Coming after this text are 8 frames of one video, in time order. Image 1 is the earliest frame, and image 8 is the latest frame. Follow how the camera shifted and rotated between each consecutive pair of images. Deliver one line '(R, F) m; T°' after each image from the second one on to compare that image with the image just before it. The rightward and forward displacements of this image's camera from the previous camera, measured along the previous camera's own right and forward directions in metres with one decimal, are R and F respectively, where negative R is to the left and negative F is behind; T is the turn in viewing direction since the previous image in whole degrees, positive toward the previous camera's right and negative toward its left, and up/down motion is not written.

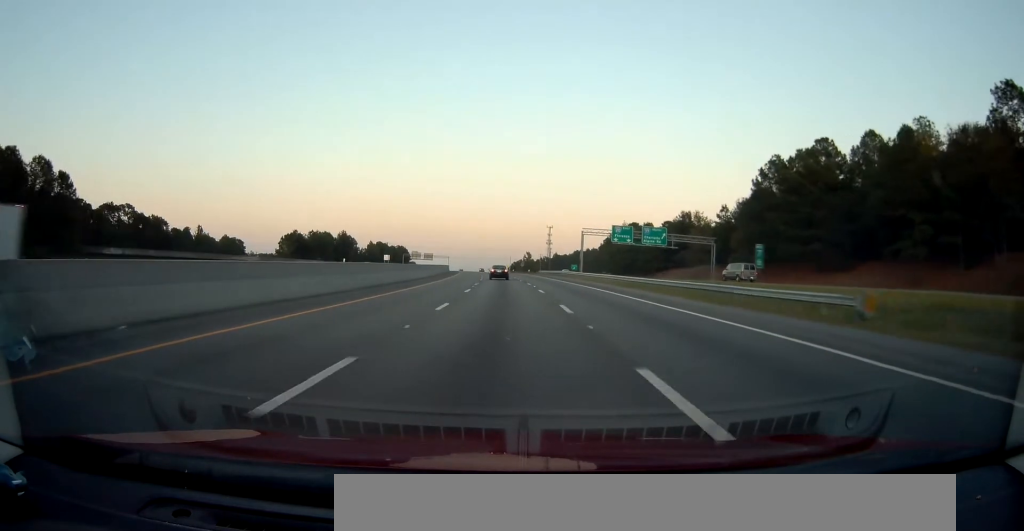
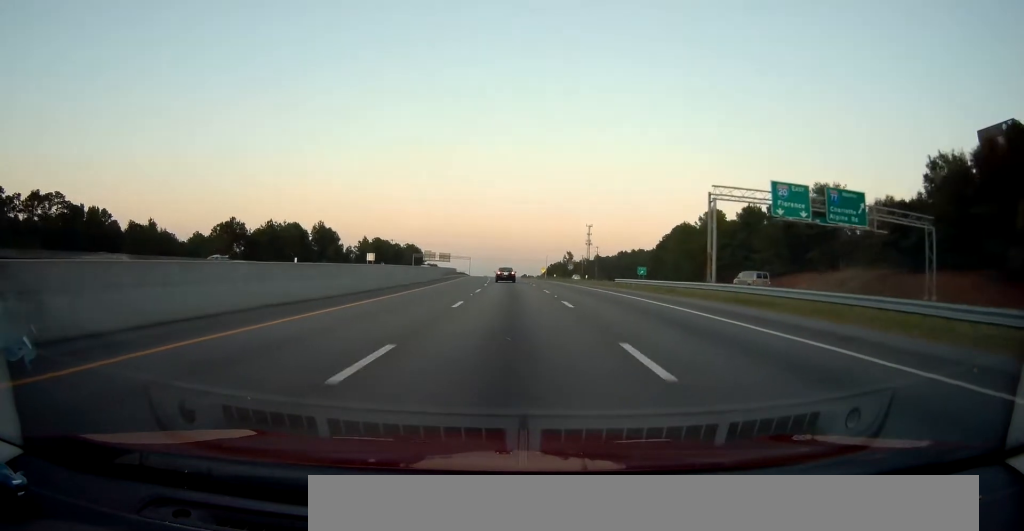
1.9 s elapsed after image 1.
(-1.9, +58.5) m; -3°
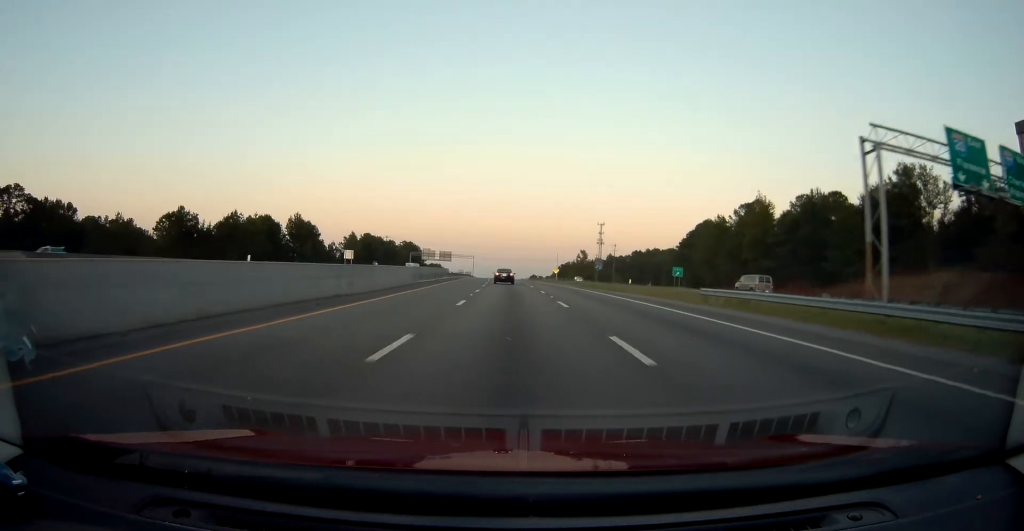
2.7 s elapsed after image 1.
(-0.3, +23.1) m; -1°
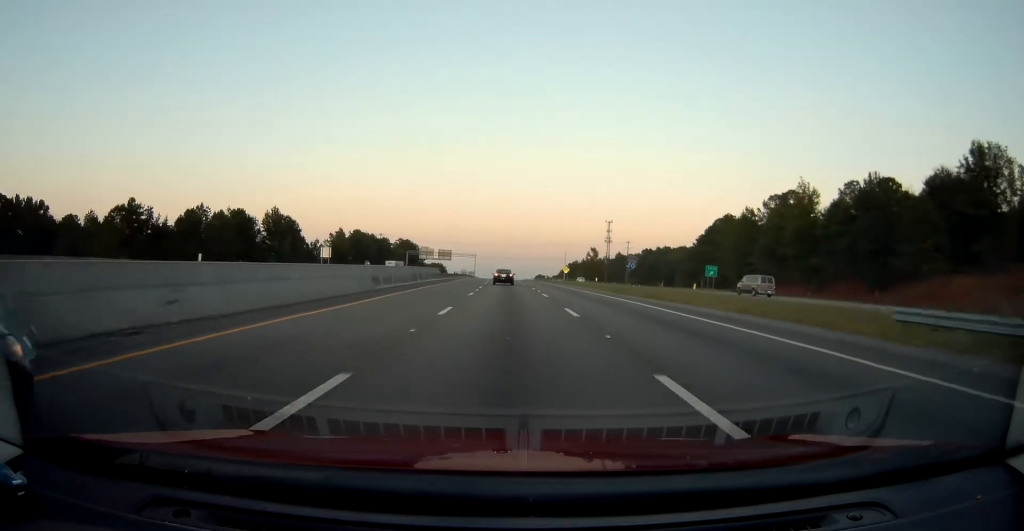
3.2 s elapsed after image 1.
(-0.1, +16.1) m; -1°
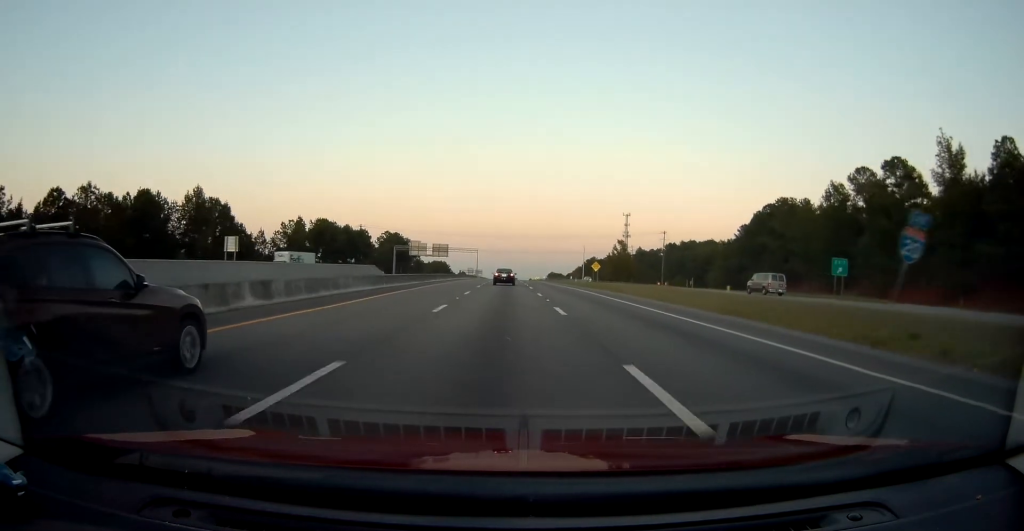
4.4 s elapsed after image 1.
(-0.3, +35.8) m; 0°
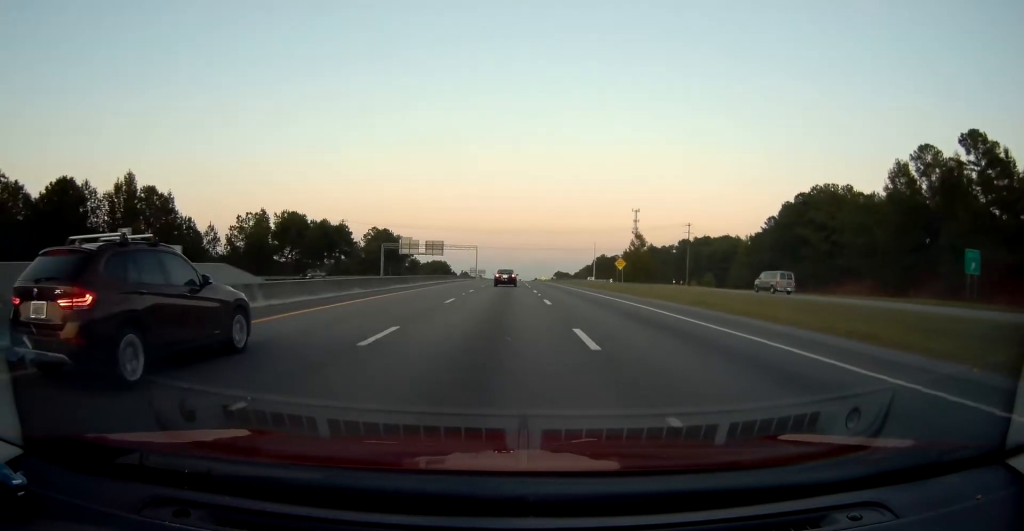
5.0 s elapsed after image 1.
(+0.1, +19.7) m; 0°
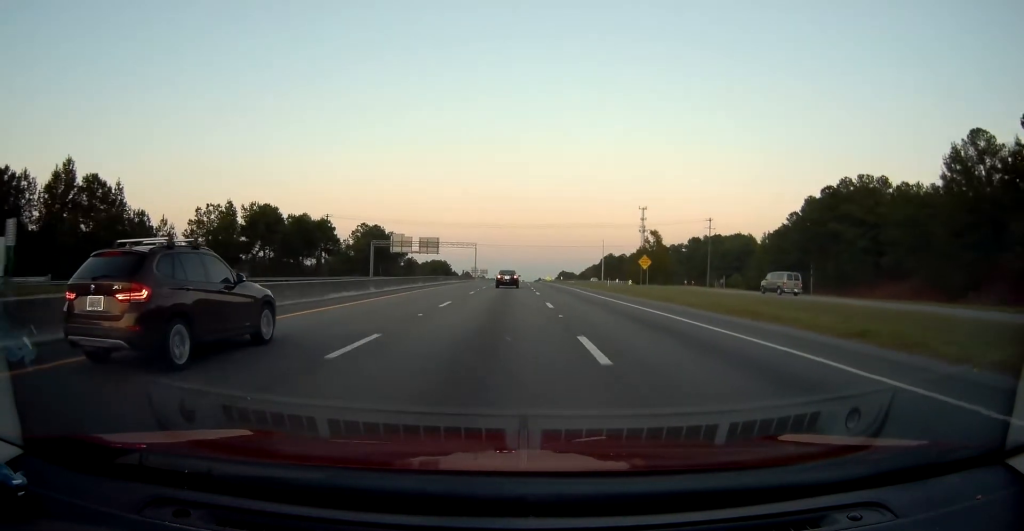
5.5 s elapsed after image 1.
(0.0, +13.5) m; 0°
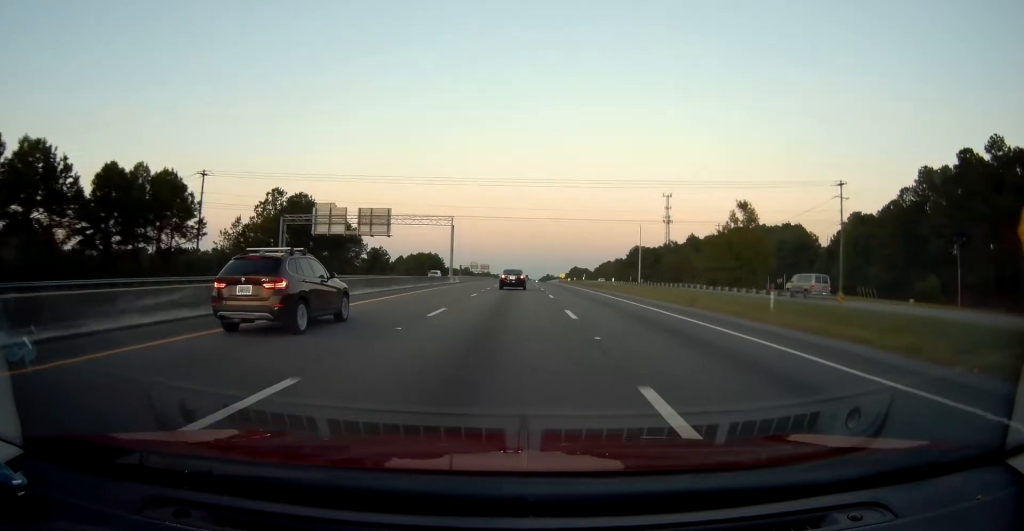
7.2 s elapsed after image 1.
(-0.6, +53.4) m; -1°
